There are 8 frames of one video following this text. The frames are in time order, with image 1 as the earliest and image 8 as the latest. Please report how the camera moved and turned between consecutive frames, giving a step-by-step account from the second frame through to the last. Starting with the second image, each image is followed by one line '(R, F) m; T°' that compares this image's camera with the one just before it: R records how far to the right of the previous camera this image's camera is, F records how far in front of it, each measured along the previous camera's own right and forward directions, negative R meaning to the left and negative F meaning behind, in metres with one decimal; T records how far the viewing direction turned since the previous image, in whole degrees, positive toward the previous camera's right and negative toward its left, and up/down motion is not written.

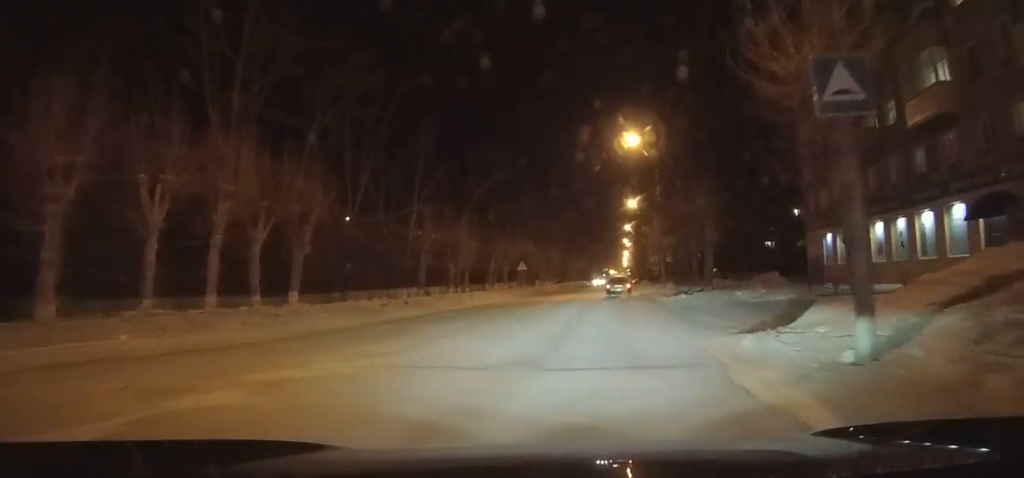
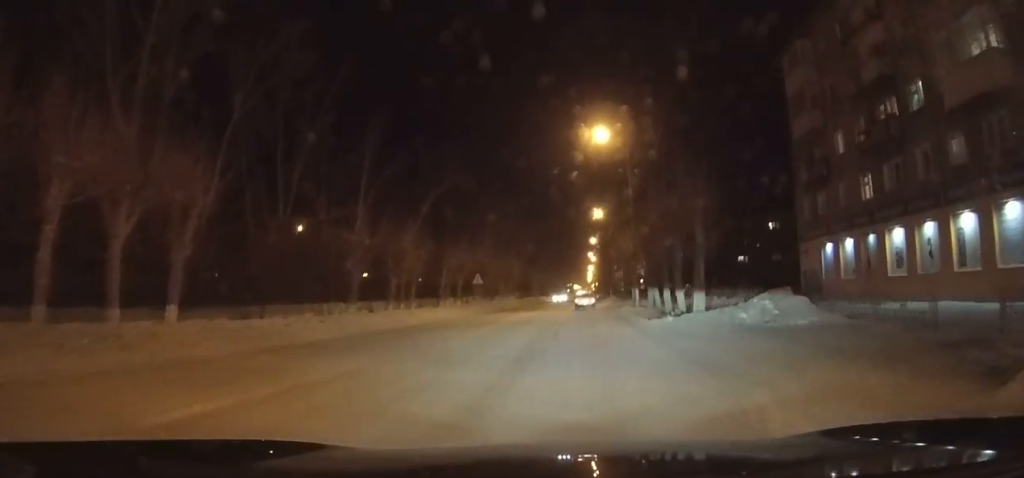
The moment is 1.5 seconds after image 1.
(+0.1, +8.9) m; +2°
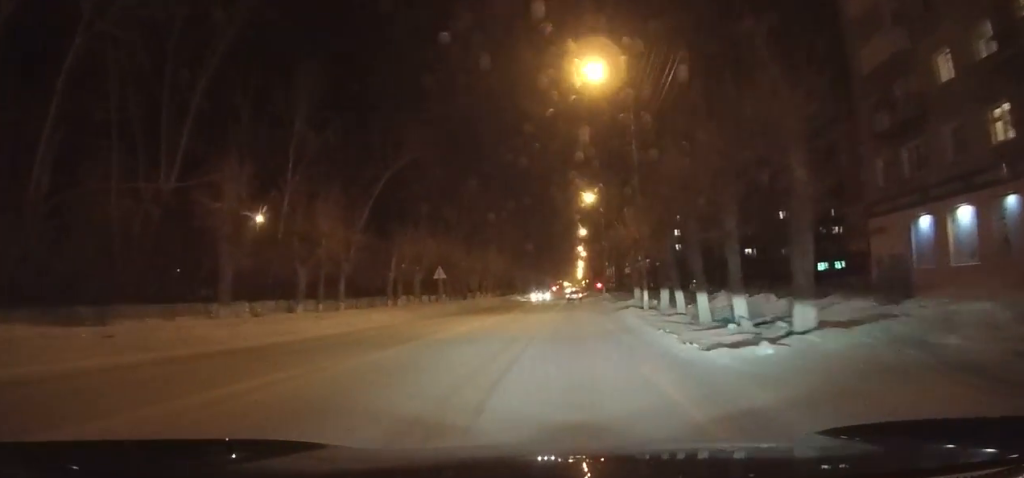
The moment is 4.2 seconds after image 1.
(+0.7, +19.1) m; +4°
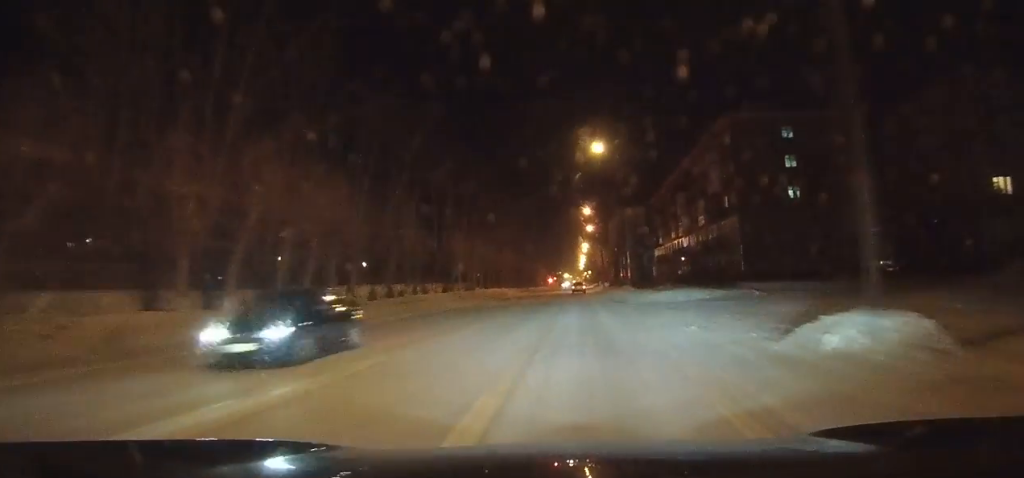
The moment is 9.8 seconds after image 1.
(+3.0, +54.7) m; +5°
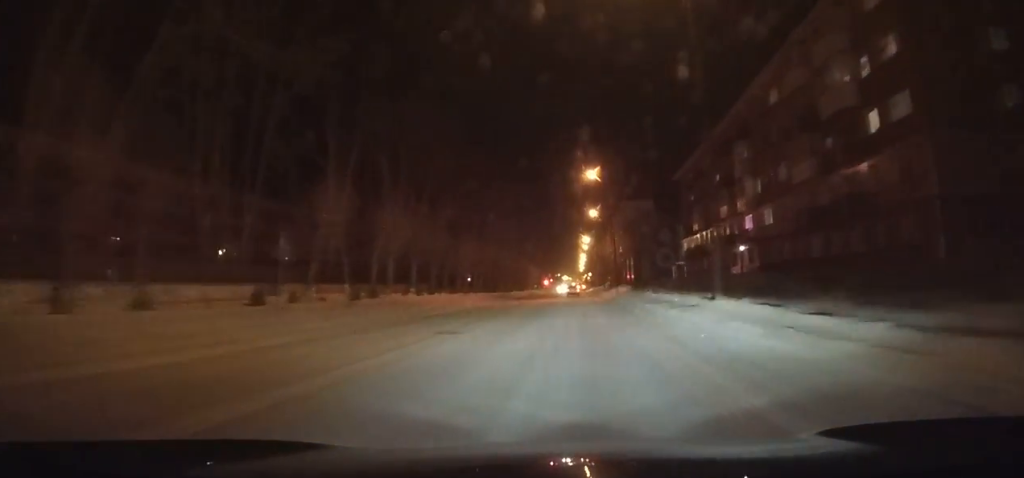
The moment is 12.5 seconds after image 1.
(+0.5, +31.0) m; +1°
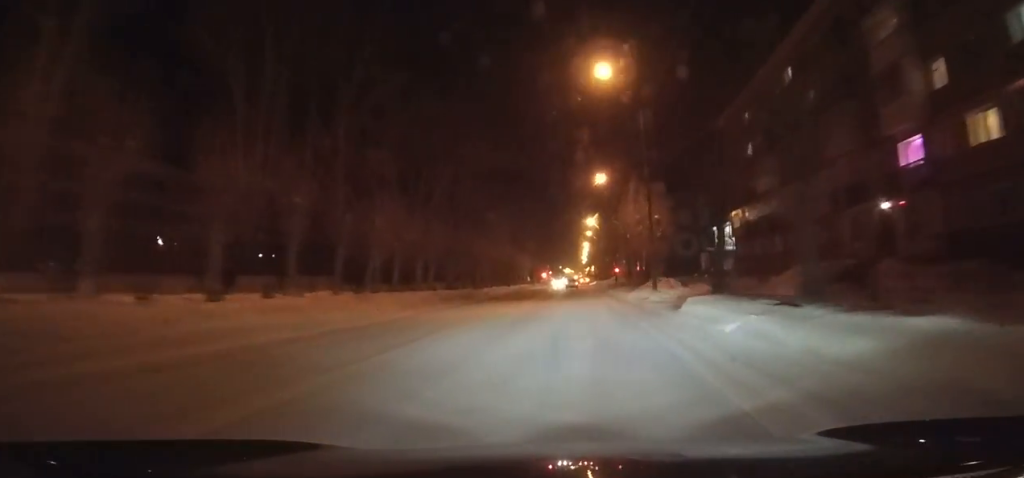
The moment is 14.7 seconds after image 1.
(+0.6, +26.1) m; 0°
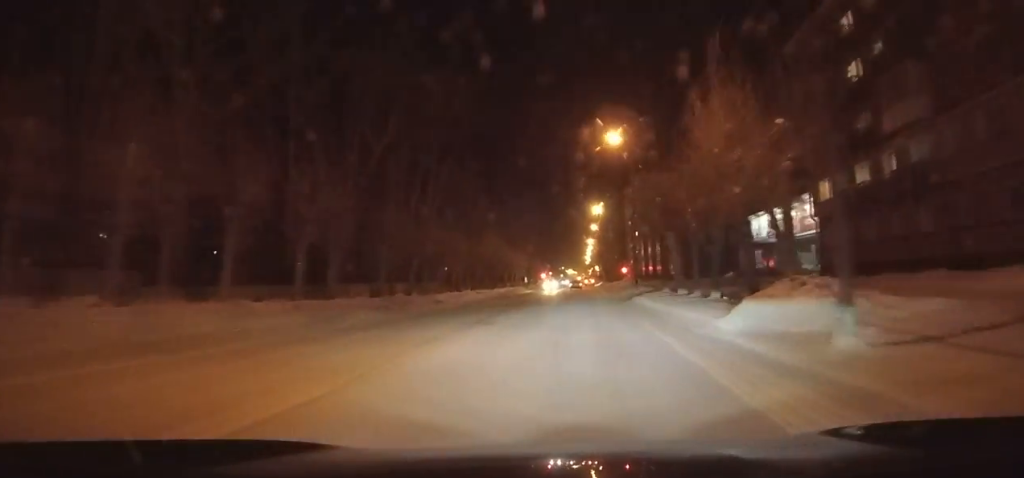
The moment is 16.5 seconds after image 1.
(-0.5, +21.3) m; 0°
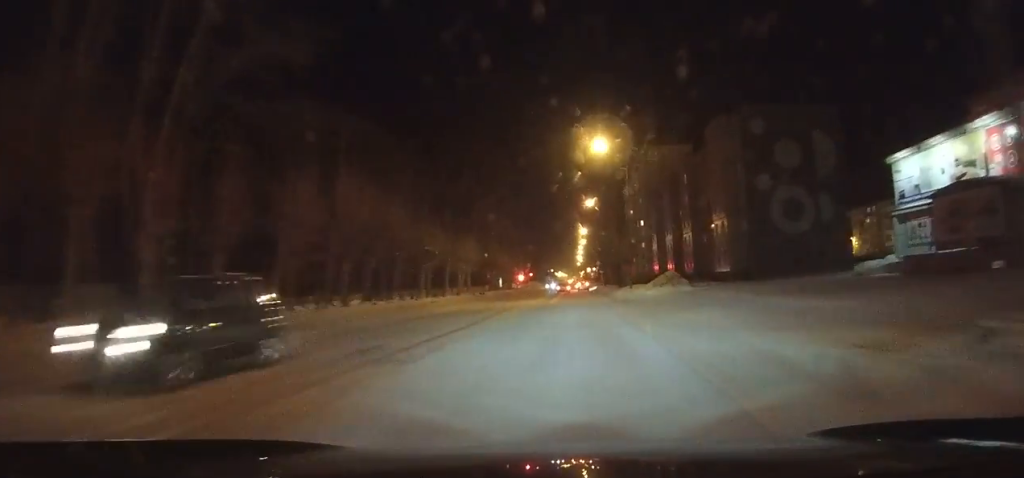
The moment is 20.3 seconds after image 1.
(0.0, +43.6) m; 0°
